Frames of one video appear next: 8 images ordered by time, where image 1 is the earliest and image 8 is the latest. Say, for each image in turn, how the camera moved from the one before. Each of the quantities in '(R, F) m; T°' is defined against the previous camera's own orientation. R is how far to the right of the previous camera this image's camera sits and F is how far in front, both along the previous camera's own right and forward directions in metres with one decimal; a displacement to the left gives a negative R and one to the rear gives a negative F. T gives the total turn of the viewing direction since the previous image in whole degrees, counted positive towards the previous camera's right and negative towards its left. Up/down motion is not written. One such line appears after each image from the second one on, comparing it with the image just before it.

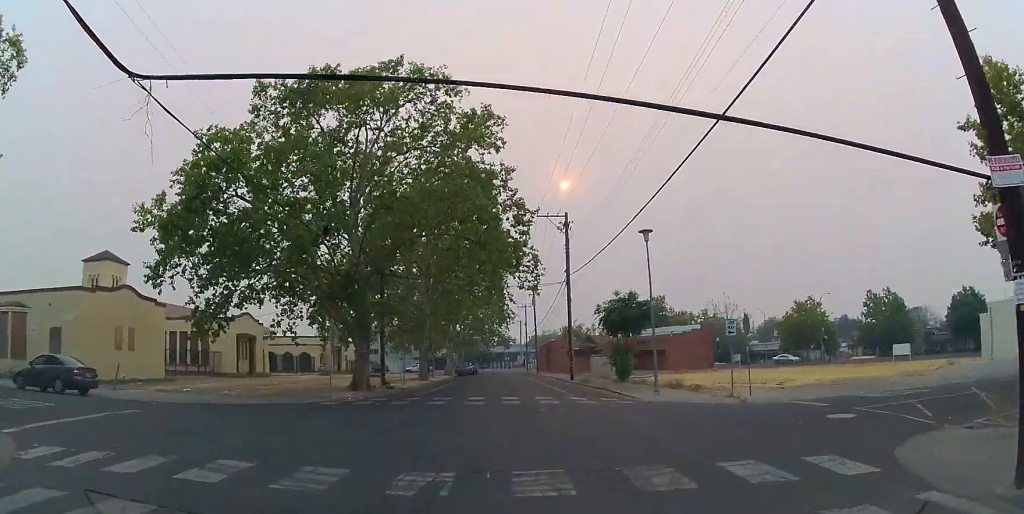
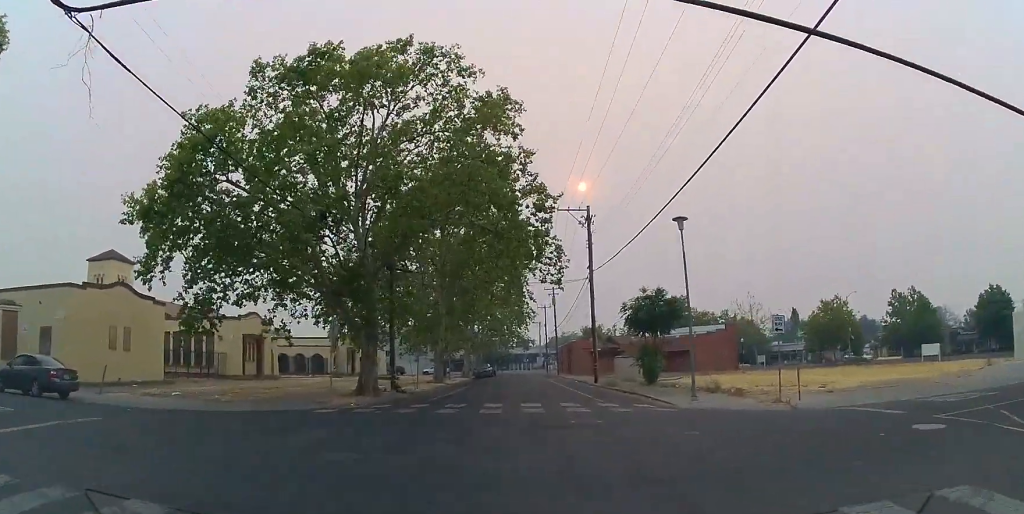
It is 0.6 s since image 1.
(-0.1, +2.8) m; -8°
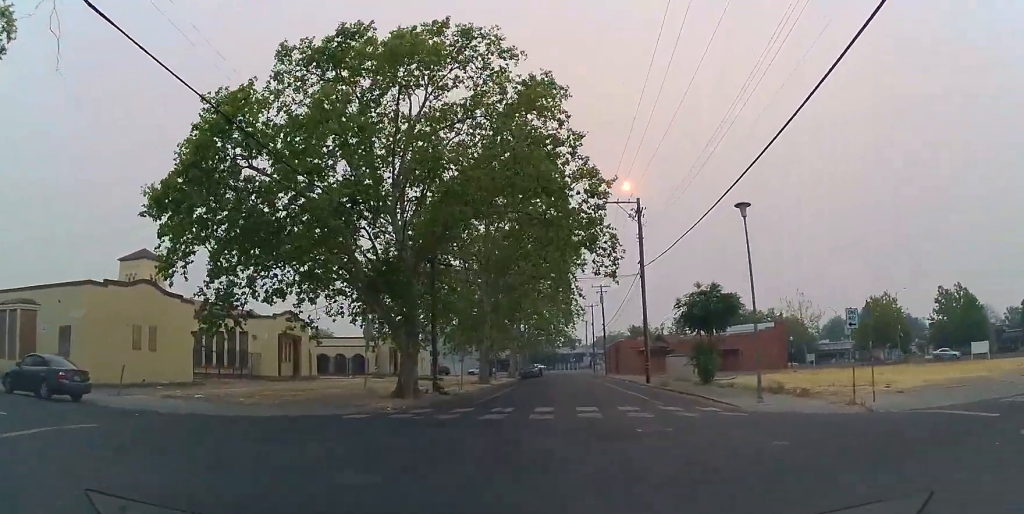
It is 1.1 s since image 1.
(+0.2, +2.2) m; -8°
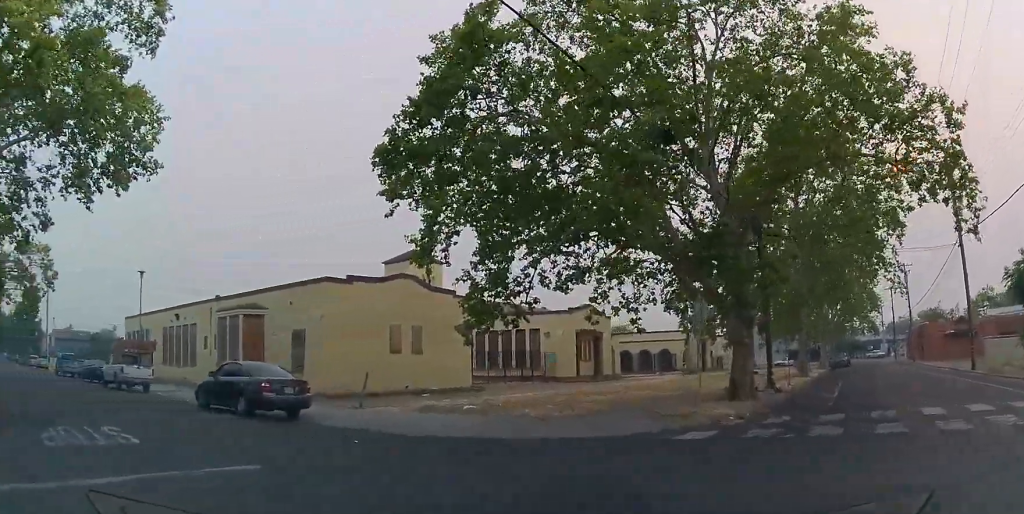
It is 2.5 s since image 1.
(-1.9, +4.5) m; -33°
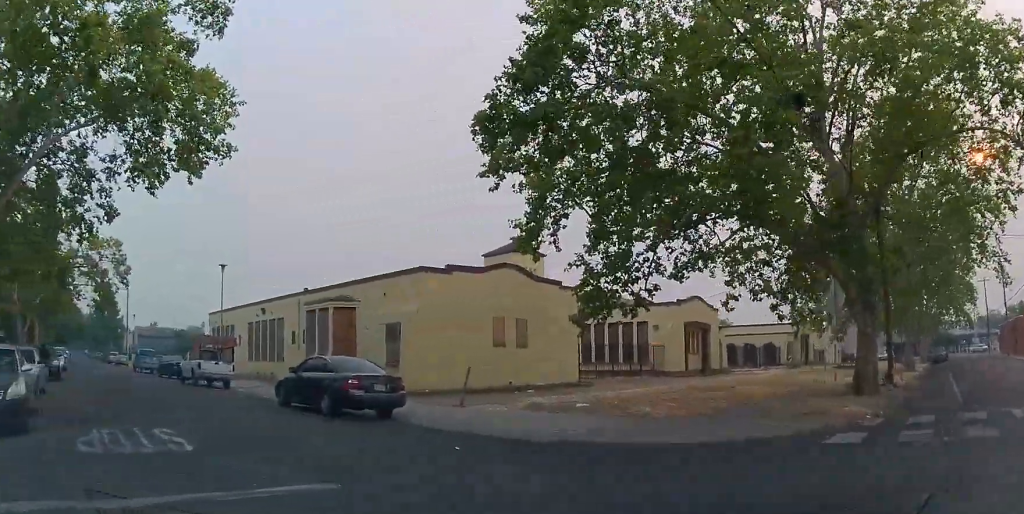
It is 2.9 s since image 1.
(-0.1, +1.4) m; -5°
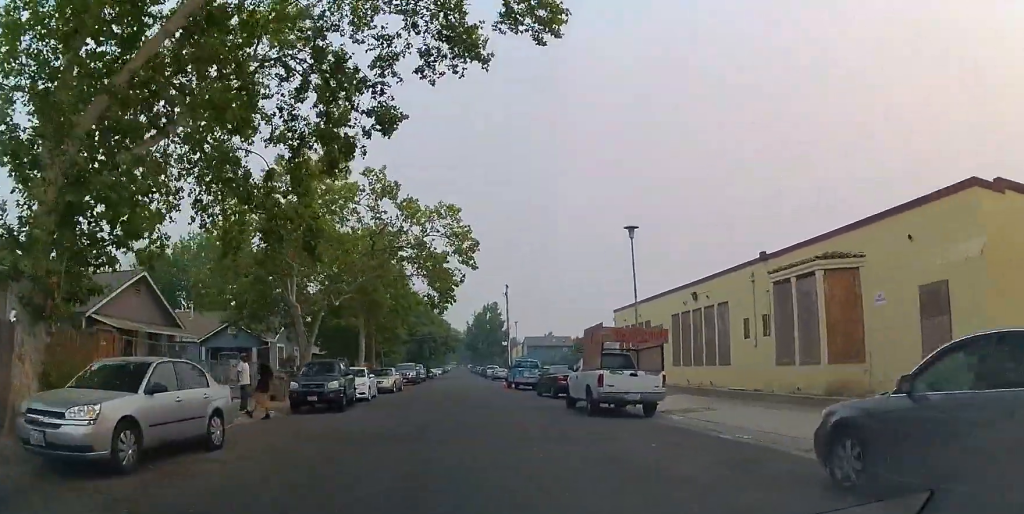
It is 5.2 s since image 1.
(-2.7, +9.8) m; -31°
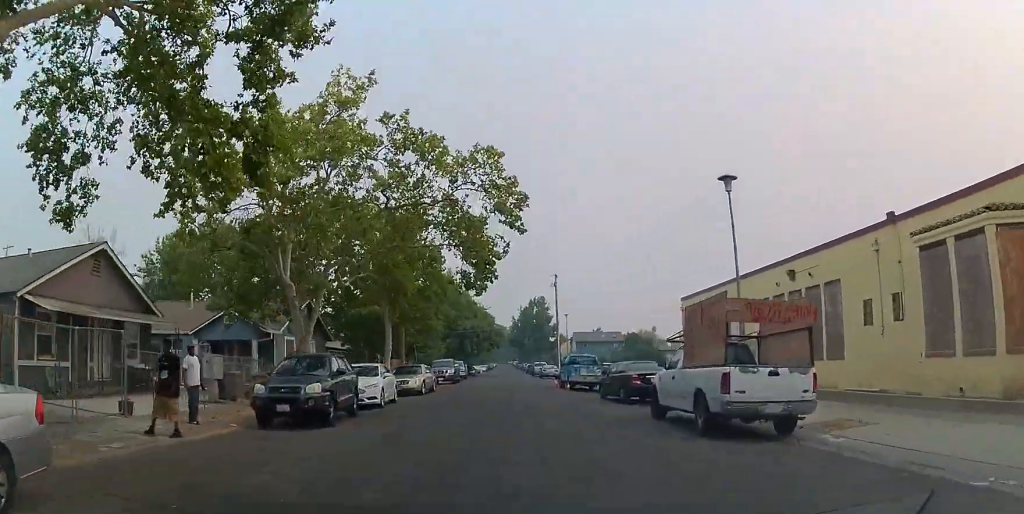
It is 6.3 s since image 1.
(-0.5, +5.7) m; -5°
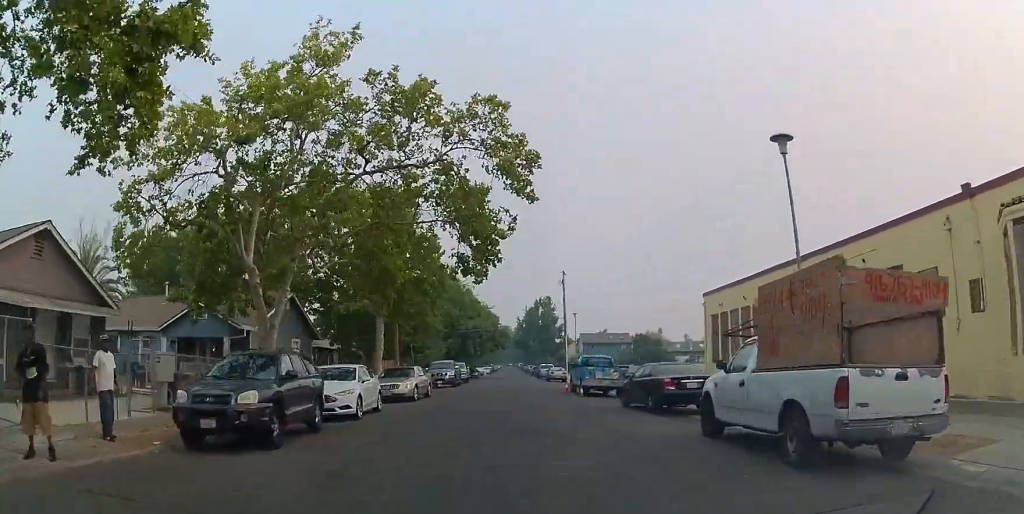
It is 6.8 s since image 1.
(0.0, +3.3) m; 0°
